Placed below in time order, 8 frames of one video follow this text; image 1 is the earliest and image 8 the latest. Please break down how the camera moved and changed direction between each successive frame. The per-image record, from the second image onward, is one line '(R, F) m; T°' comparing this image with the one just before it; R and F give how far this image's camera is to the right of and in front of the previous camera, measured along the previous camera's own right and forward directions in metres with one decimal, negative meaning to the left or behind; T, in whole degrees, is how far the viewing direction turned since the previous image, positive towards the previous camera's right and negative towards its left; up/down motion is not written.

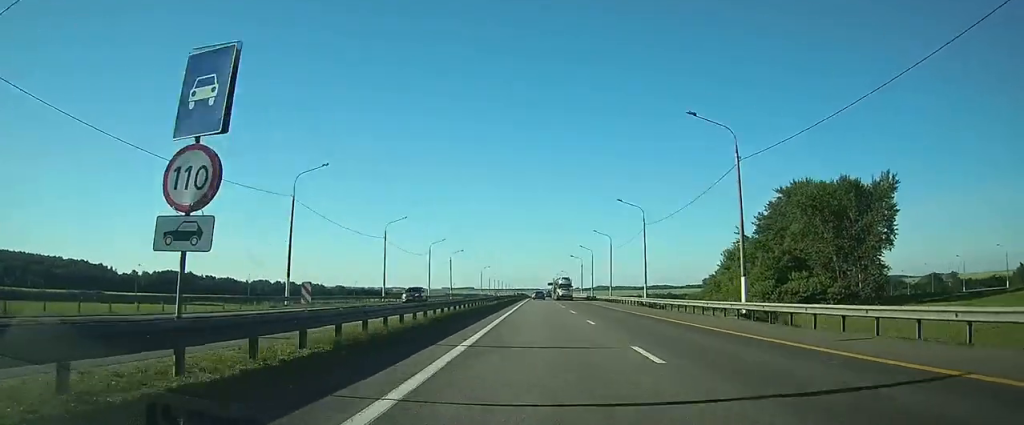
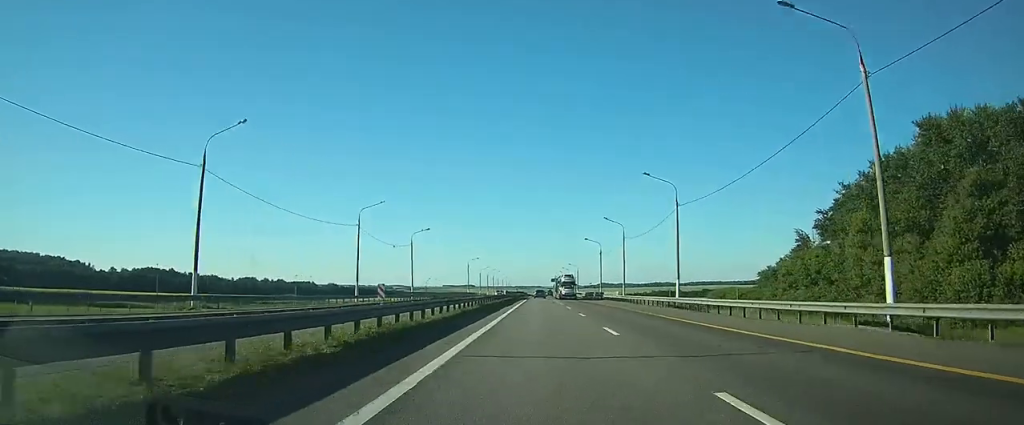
(0.0, +42.9) m; 0°
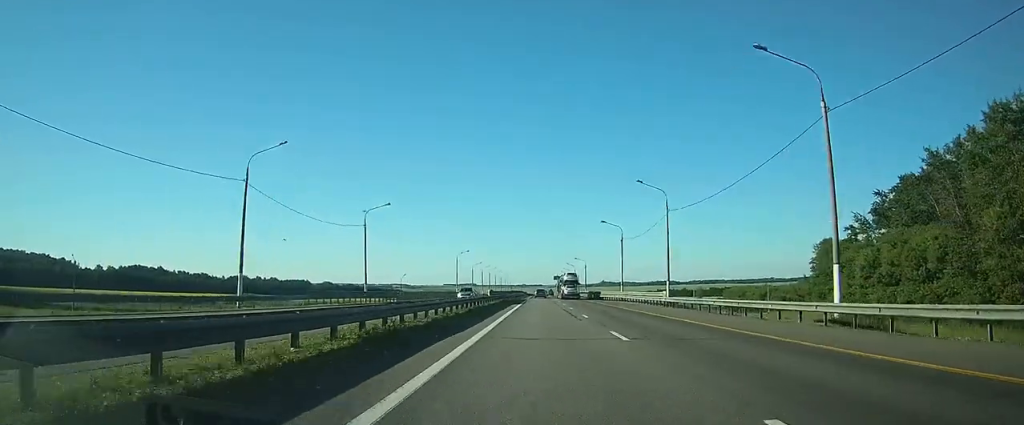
(-0.1, +25.8) m; 0°
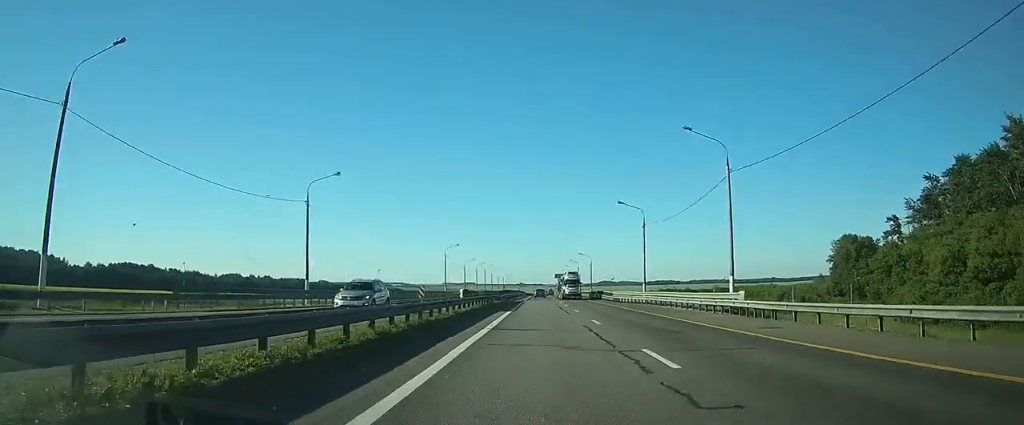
(0.0, +17.3) m; 0°
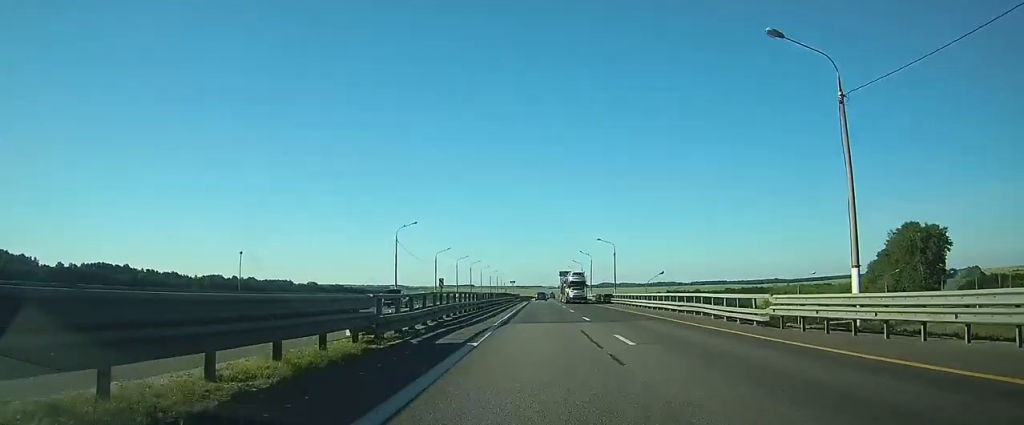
(+0.1, +43.7) m; 0°
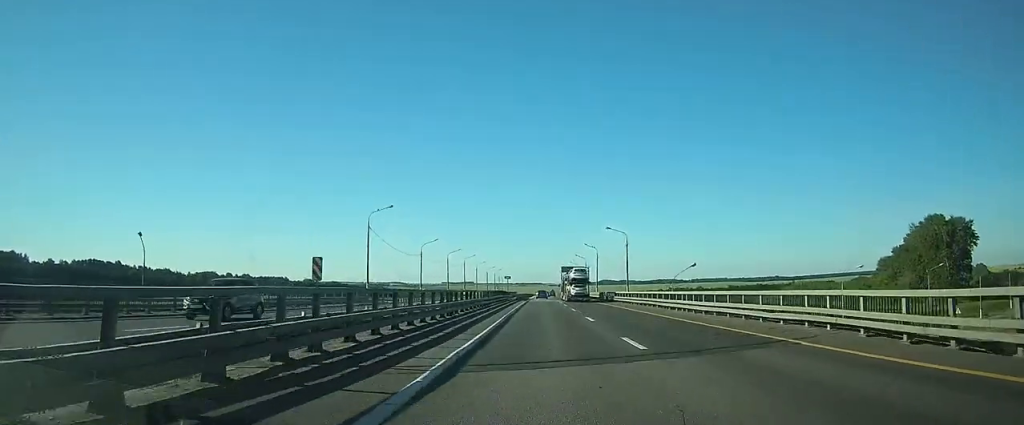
(0.0, +13.7) m; 0°
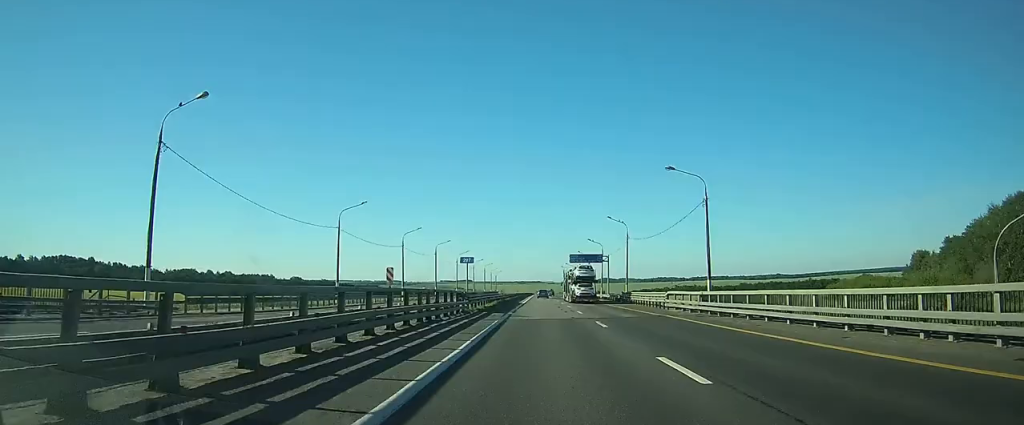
(0.0, +40.5) m; 0°
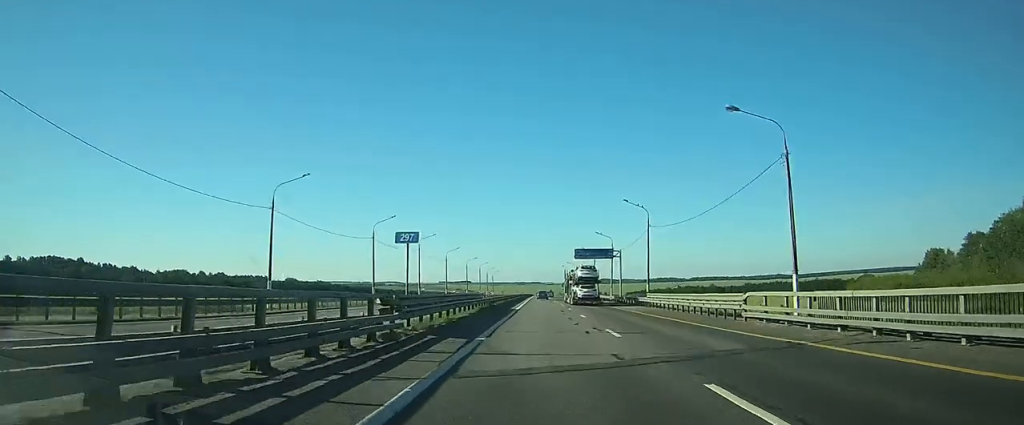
(0.0, +15.0) m; 0°
